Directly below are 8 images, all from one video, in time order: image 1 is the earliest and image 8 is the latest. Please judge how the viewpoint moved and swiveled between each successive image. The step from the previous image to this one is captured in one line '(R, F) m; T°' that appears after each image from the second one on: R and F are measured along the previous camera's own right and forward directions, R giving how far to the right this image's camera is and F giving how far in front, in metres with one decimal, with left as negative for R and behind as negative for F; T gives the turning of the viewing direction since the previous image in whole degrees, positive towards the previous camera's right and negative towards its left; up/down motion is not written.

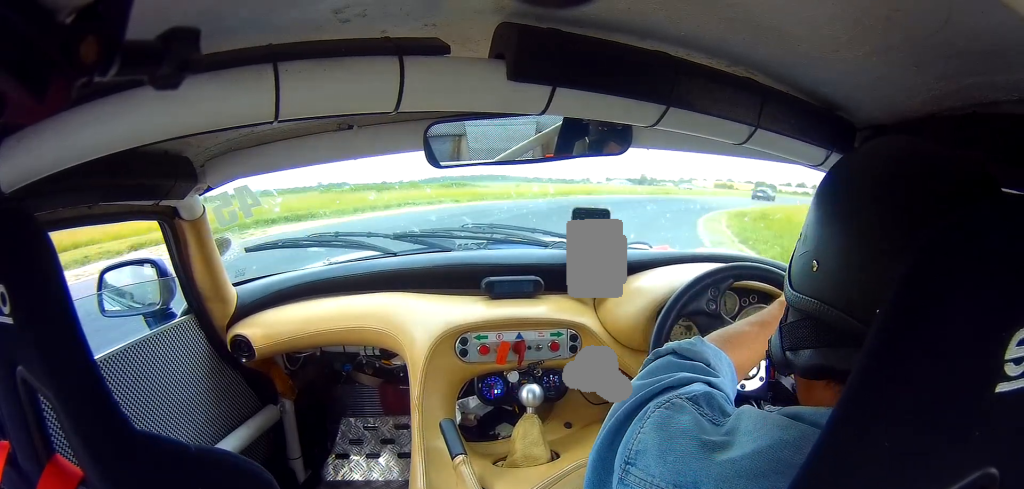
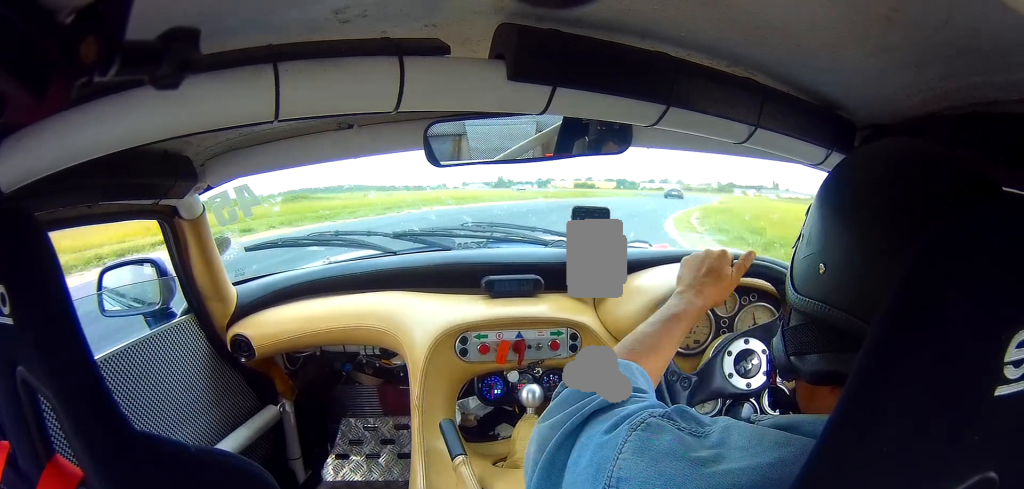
(+1.2, +9.9) m; +9°
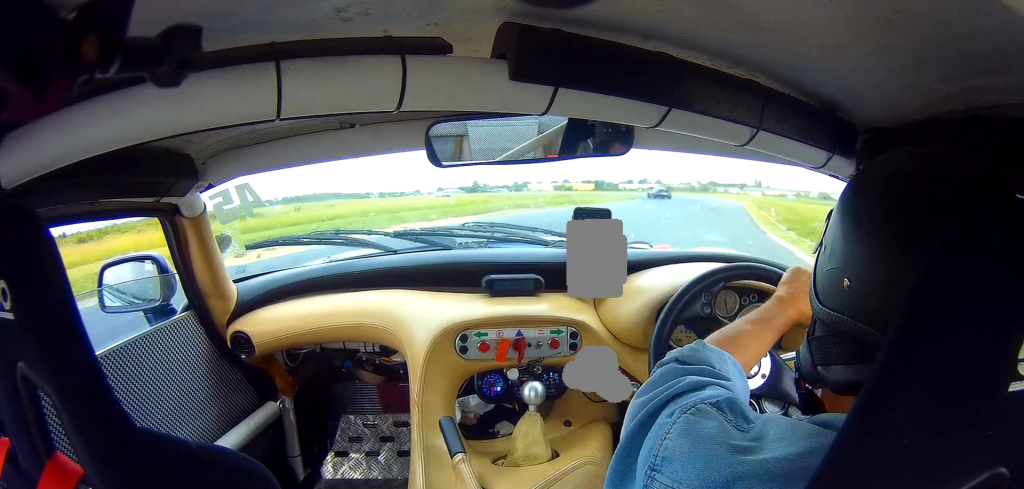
(+1.4, +13.4) m; +8°
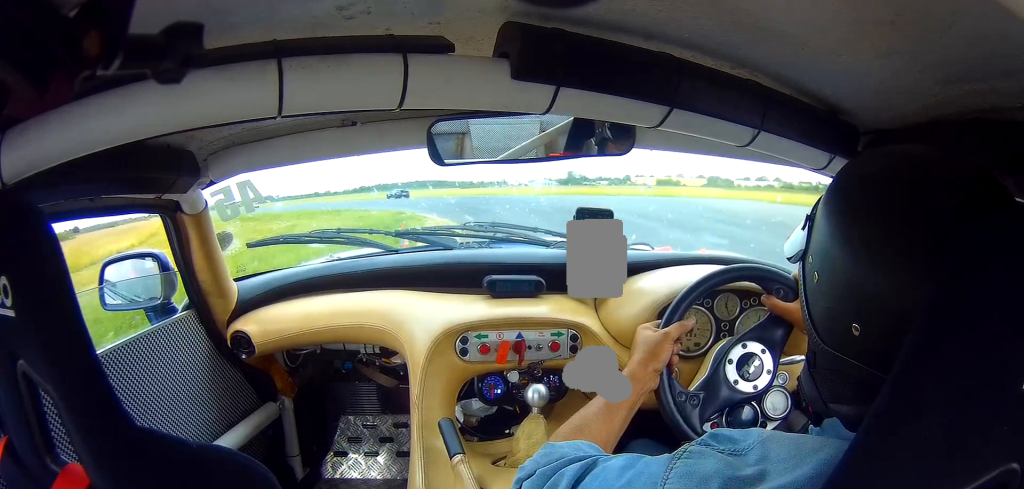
(-1.2, +65.4) m; -17°
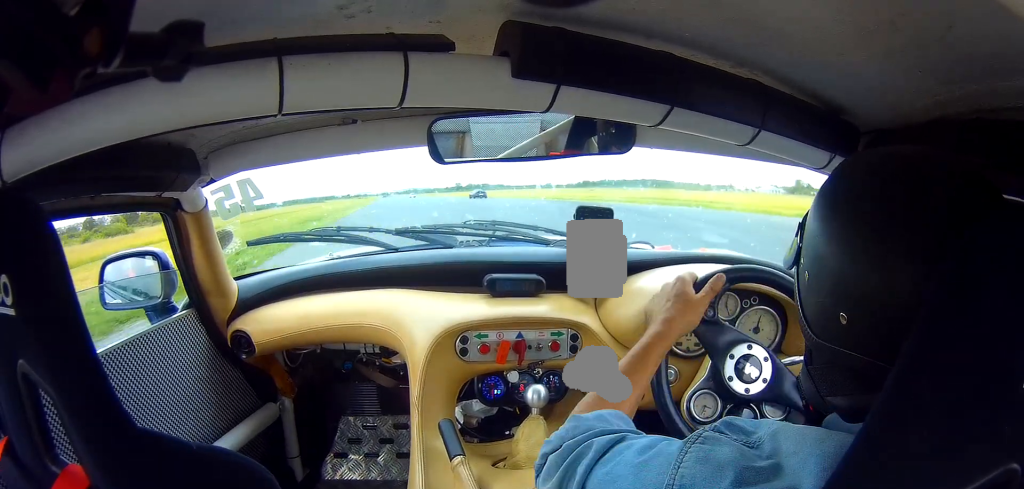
(-3.7, +27.8) m; -16°
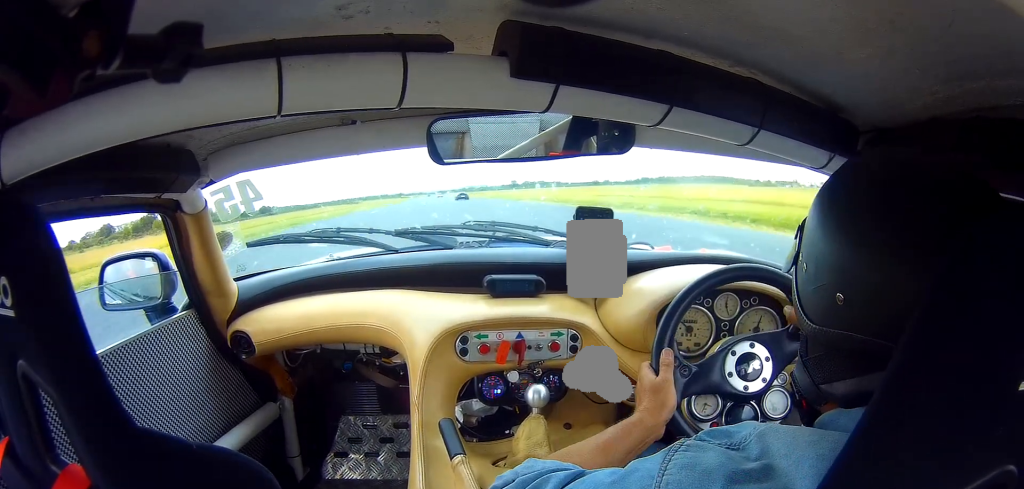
(-3.2, +25.0) m; -10°
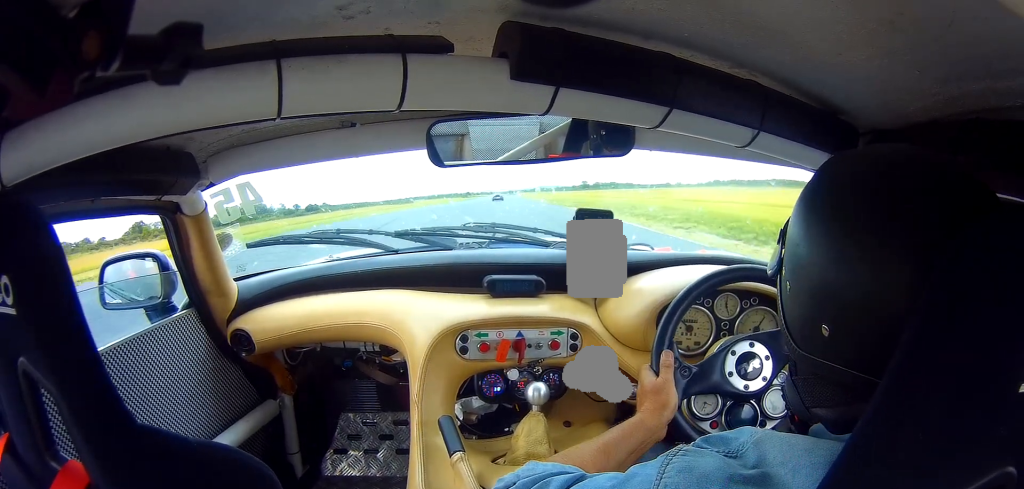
(-1.5, +21.4) m; -6°
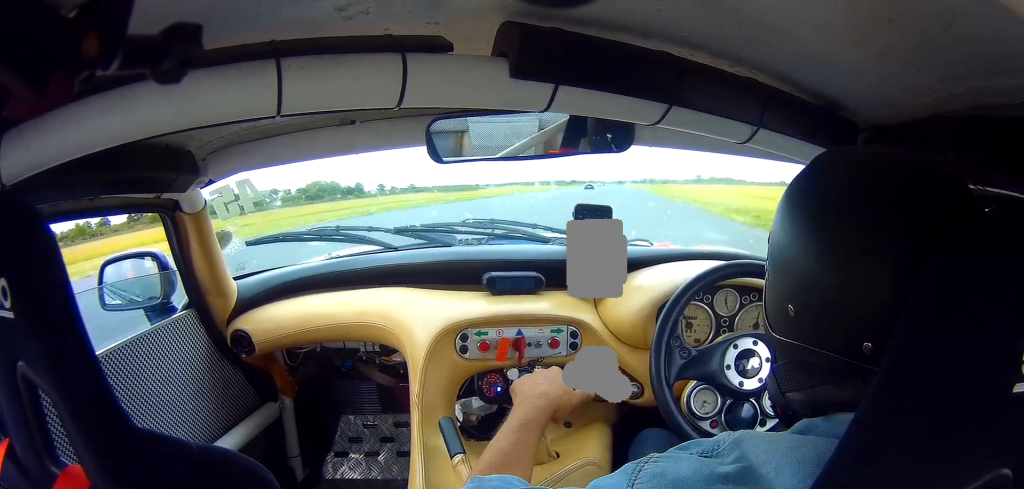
(-5.1, +70.9) m; -6°
